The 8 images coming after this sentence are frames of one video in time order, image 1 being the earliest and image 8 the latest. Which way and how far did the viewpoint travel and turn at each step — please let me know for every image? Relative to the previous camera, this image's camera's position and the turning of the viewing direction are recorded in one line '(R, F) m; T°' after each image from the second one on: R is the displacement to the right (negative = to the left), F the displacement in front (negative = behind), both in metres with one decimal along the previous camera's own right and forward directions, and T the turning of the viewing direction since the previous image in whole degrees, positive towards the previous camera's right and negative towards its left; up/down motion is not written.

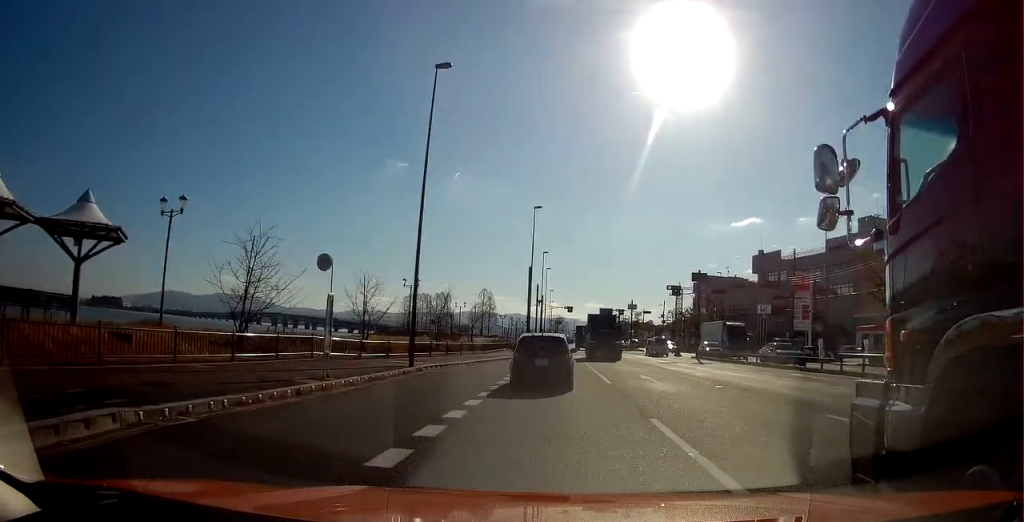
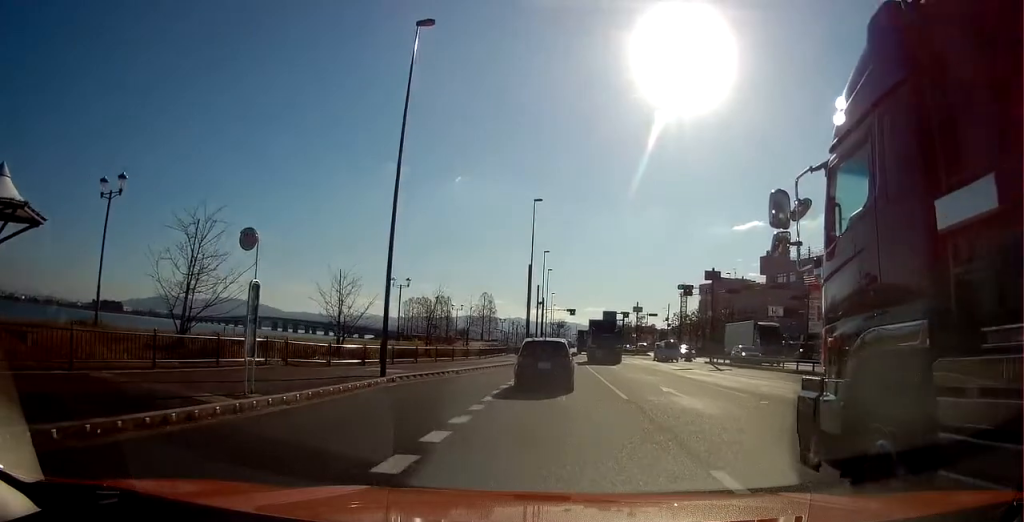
(+0.3, +4.0) m; 0°
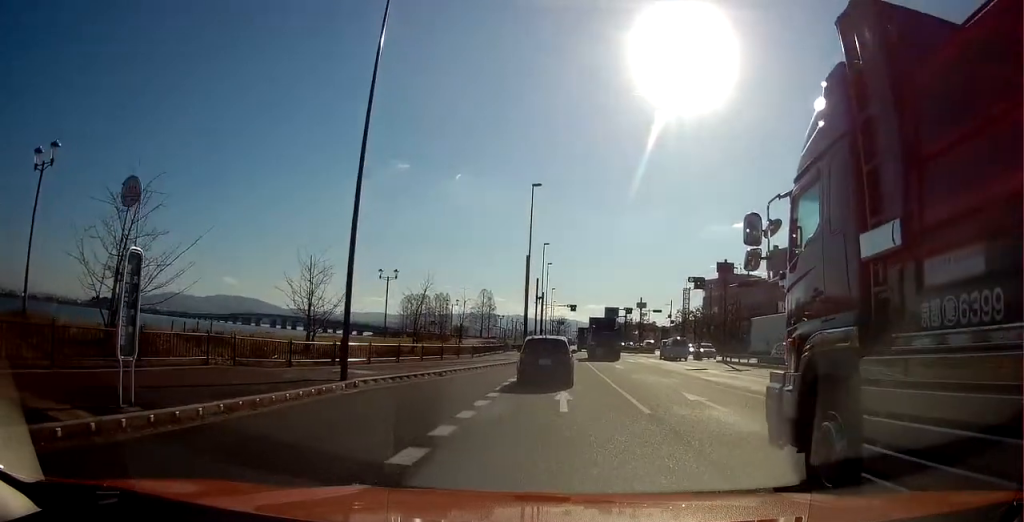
(+0.1, +3.6) m; 0°
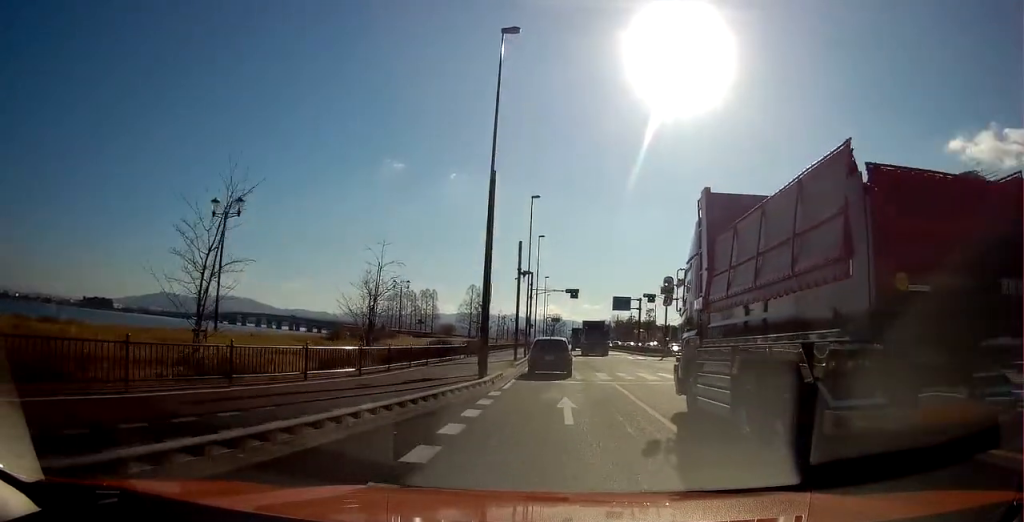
(-0.9, +22.4) m; -2°
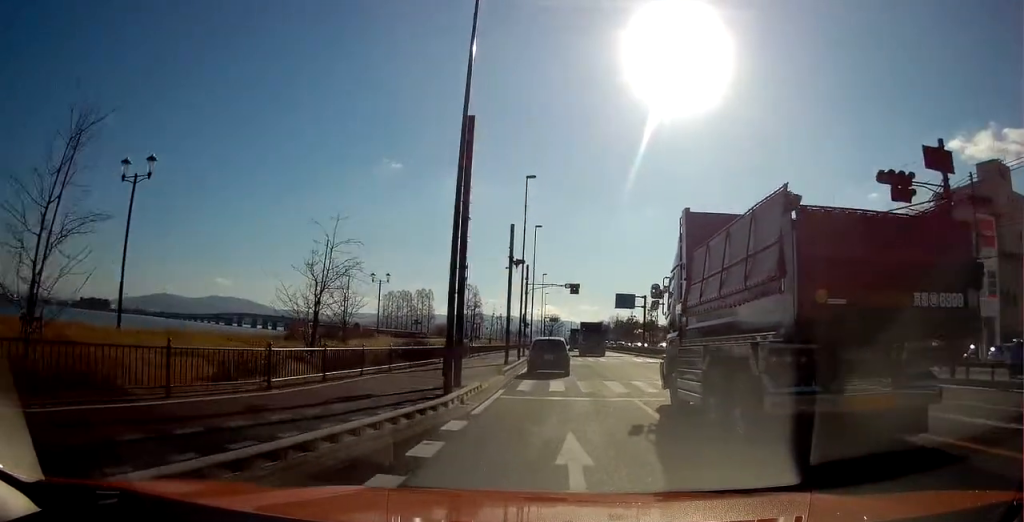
(-0.1, +5.8) m; 0°
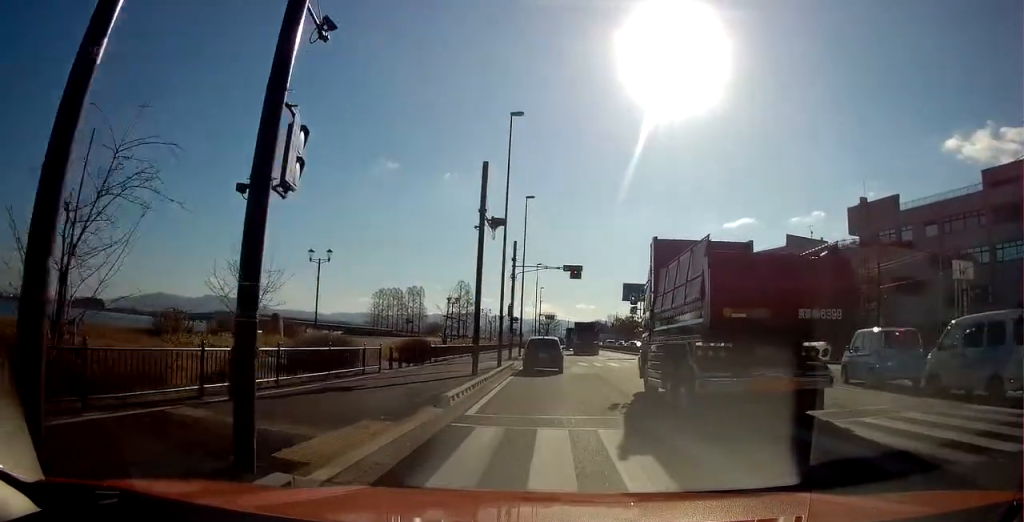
(0.0, +11.5) m; -2°
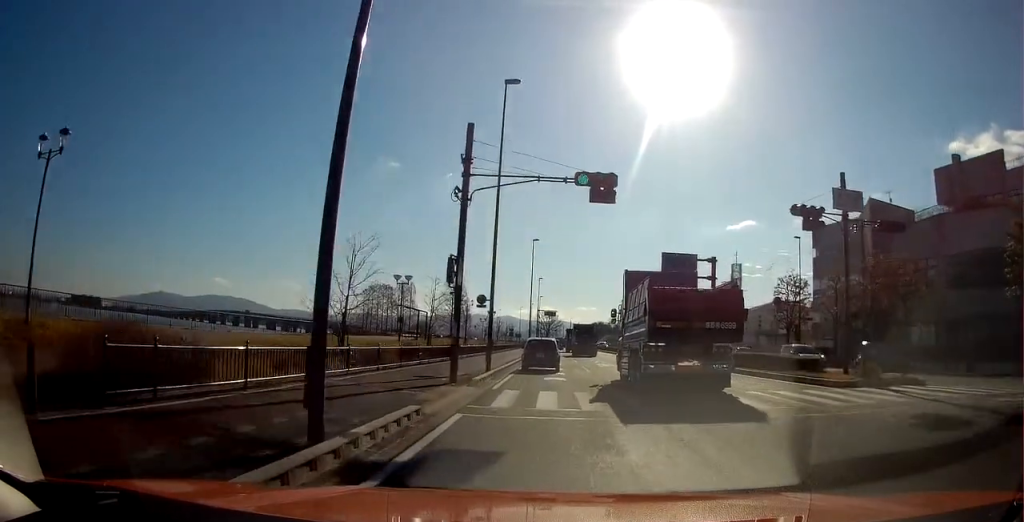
(0.0, +21.4) m; +1°
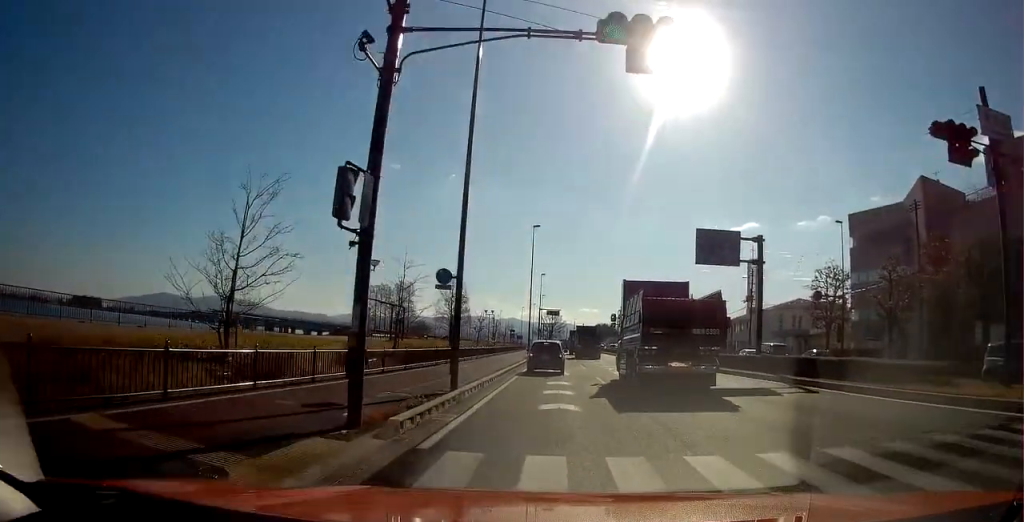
(-0.3, +8.7) m; 0°
